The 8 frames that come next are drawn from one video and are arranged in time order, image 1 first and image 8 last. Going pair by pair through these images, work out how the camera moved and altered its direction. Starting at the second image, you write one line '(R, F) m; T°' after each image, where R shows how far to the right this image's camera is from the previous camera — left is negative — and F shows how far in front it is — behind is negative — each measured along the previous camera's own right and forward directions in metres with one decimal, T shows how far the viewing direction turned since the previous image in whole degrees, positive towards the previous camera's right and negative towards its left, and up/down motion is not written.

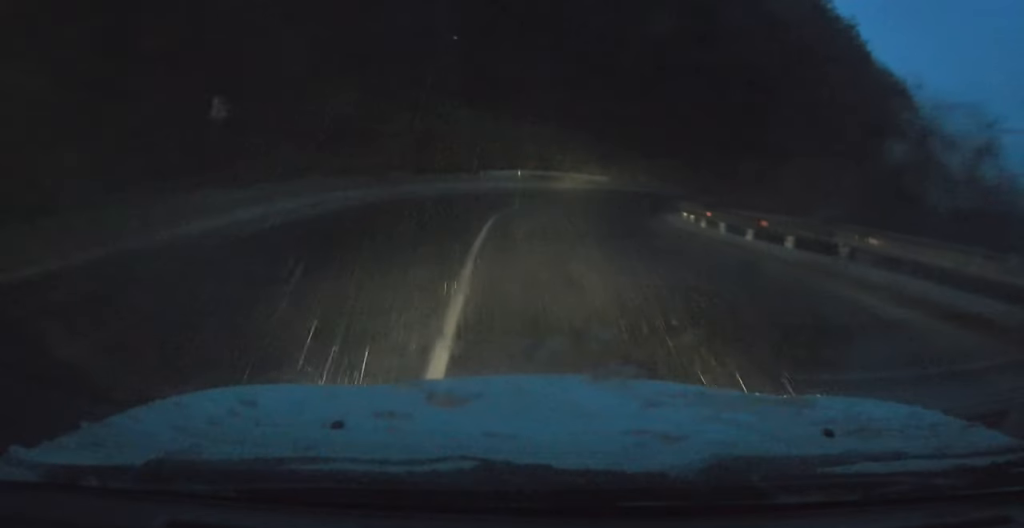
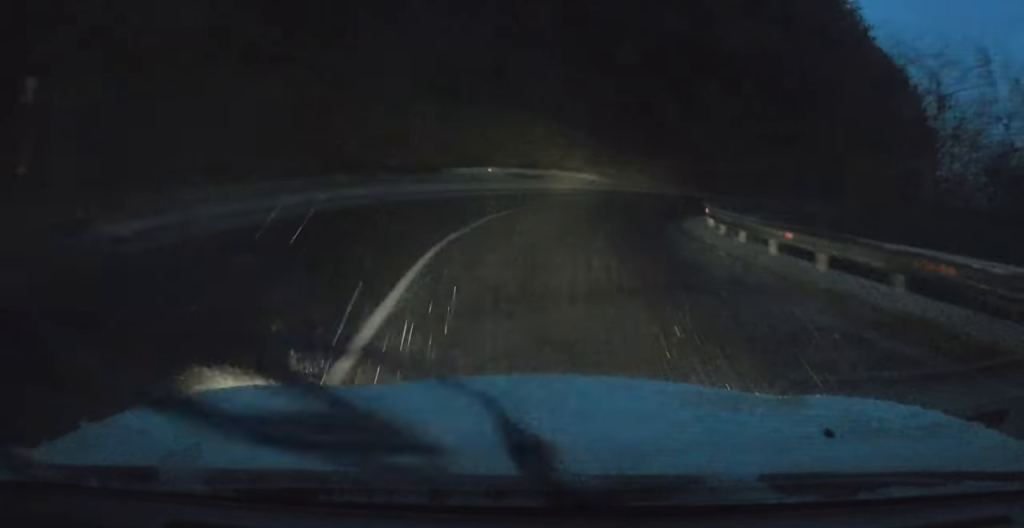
(+0.2, +6.2) m; +6°
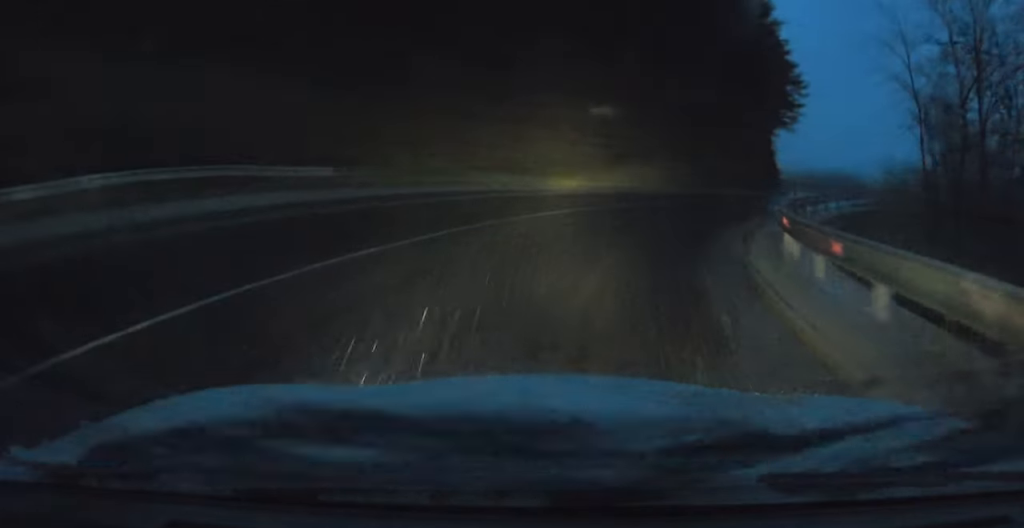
(+4.8, +19.3) m; +28°
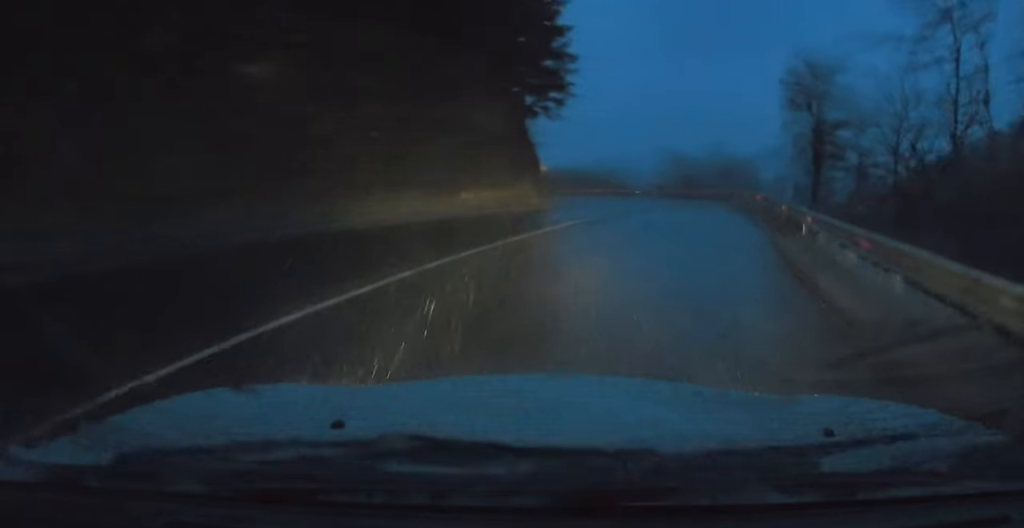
(+2.4, +16.6) m; +13°
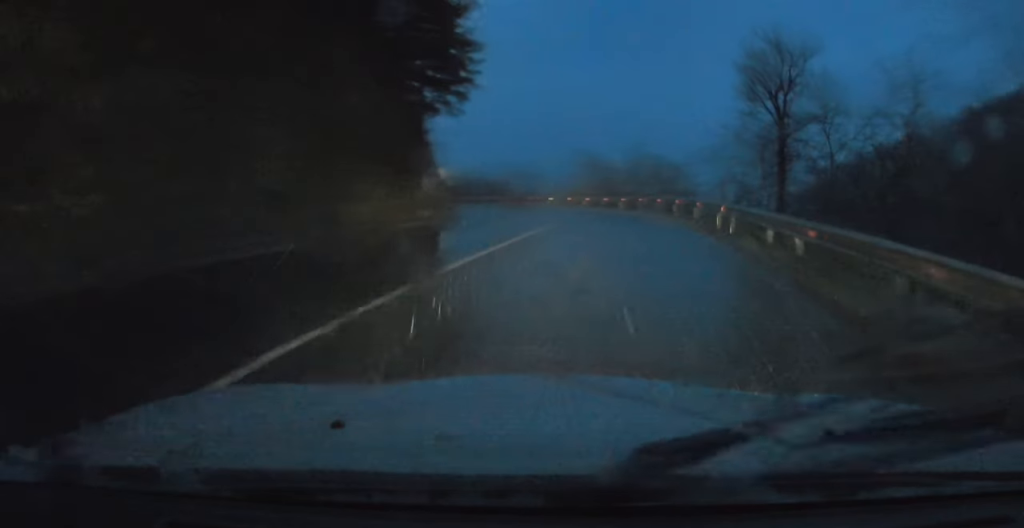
(+0.3, +6.7) m; 0°
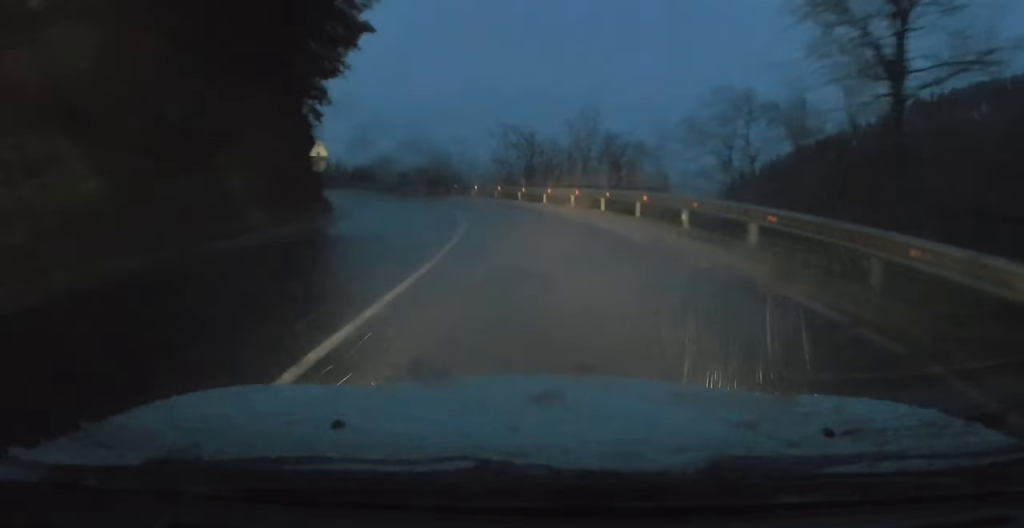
(-0.2, +12.2) m; -4°
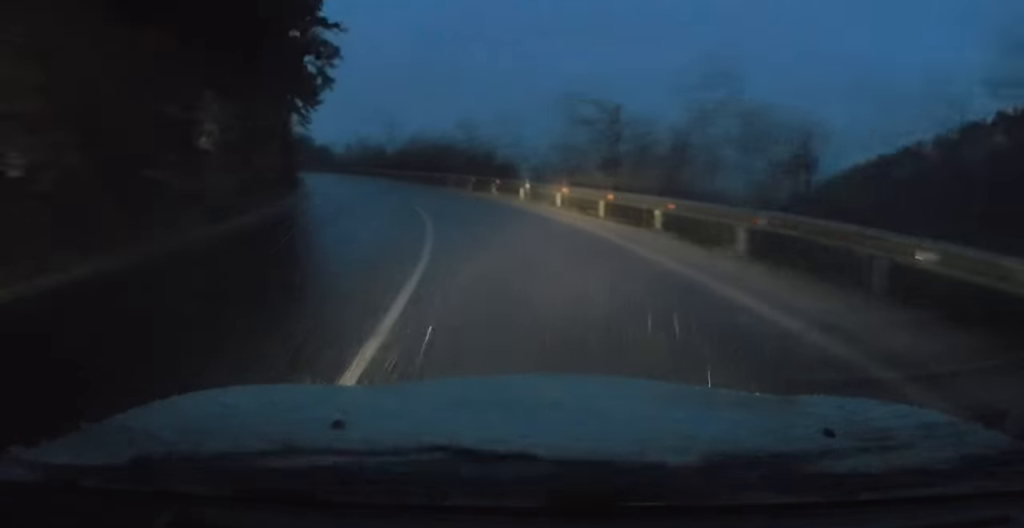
(-1.1, +15.7) m; -8°
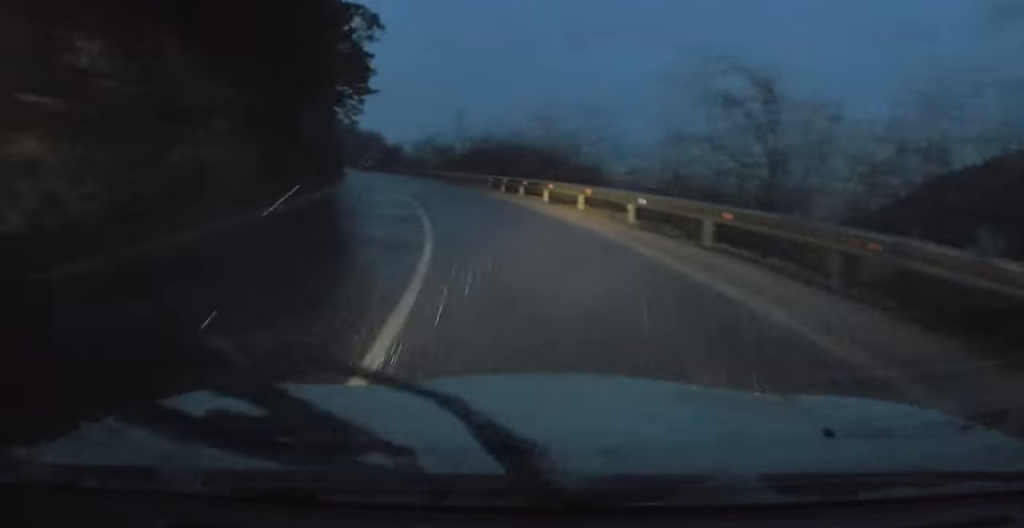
(-0.6, +11.3) m; -6°
